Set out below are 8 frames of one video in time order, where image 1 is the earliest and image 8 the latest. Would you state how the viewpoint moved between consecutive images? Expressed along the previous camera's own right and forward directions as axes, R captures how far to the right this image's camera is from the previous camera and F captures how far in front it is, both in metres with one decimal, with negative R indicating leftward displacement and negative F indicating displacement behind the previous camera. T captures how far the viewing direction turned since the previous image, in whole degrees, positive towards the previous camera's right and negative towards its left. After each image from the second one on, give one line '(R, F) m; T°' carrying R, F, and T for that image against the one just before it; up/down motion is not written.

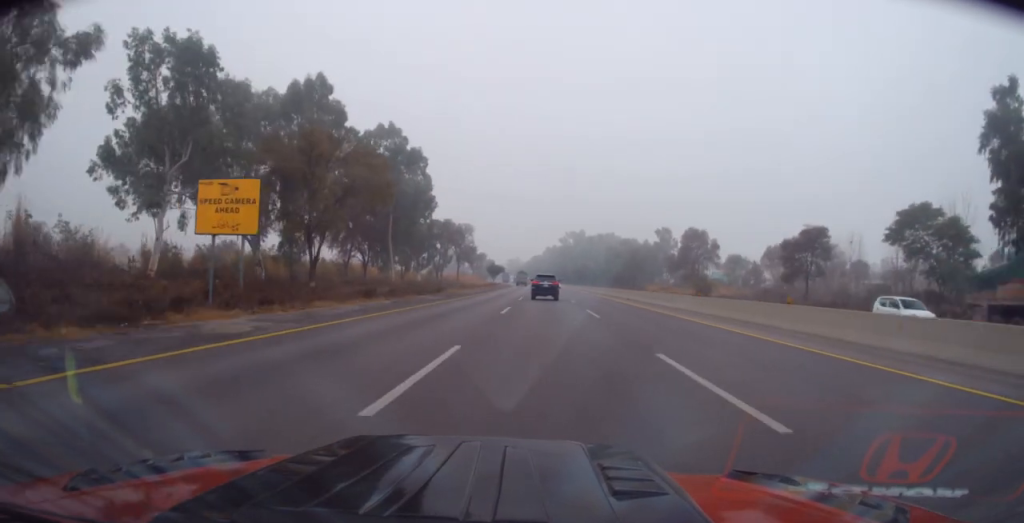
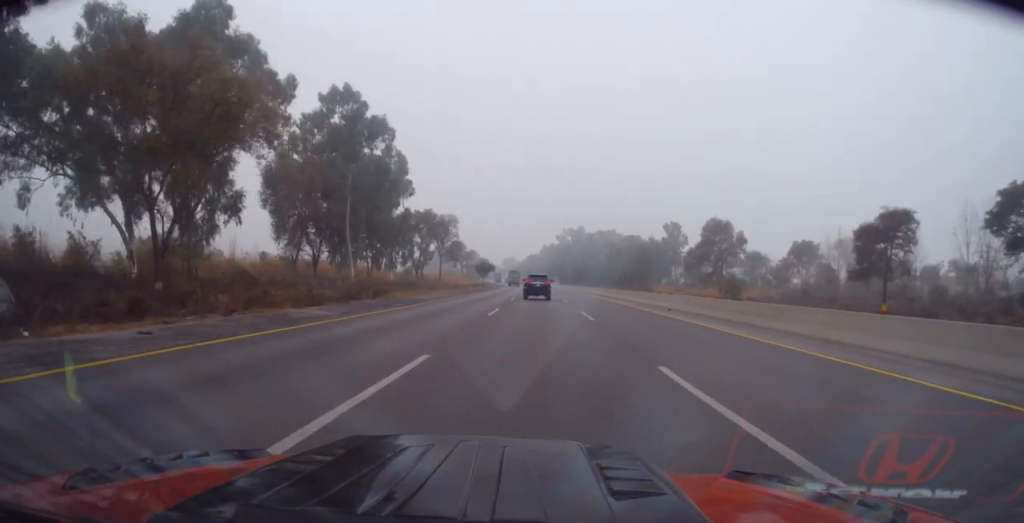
(0.0, +19.5) m; 0°
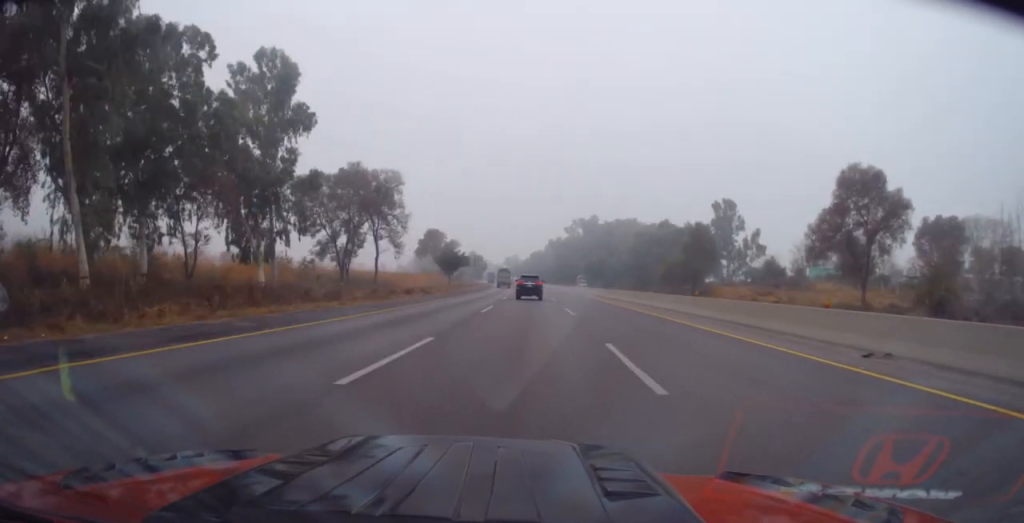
(-0.3, +49.9) m; -1°
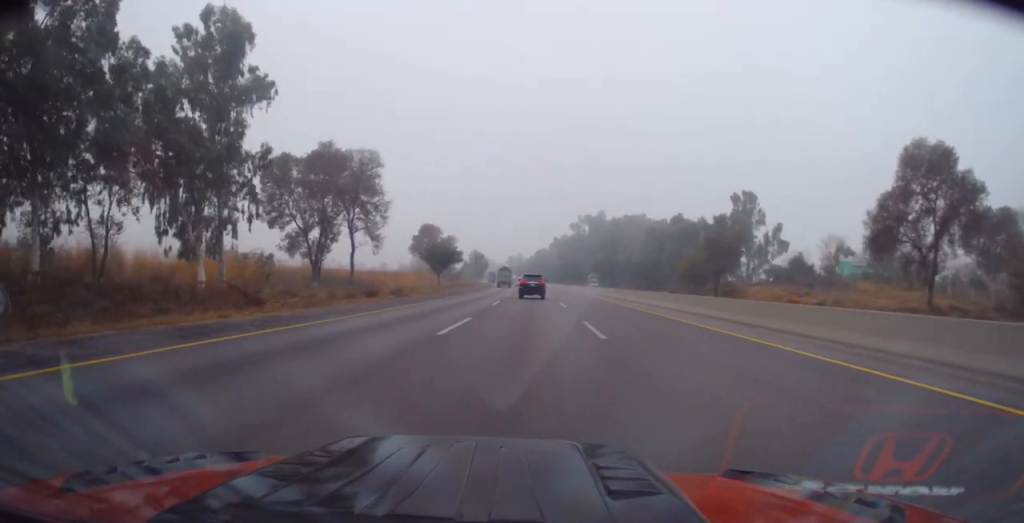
(-0.2, +11.0) m; -1°
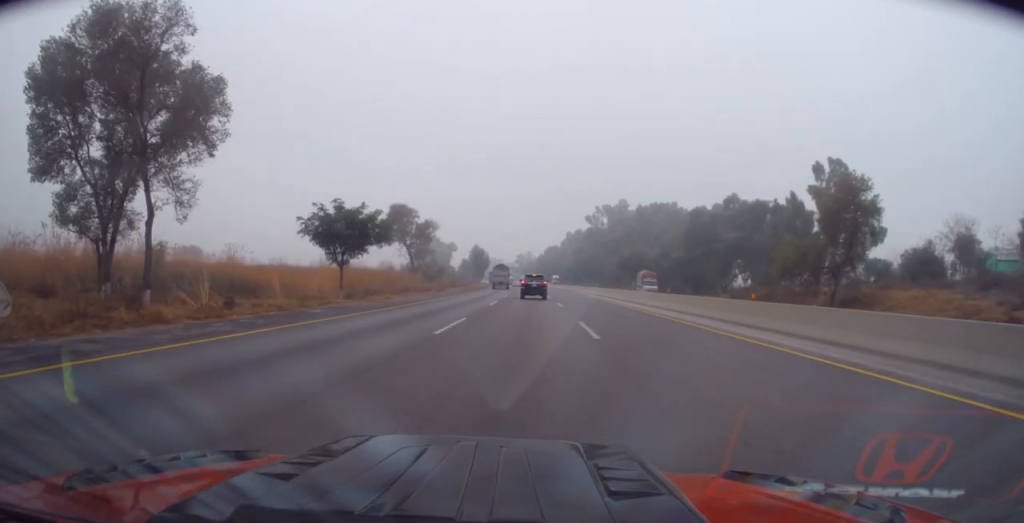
(-0.1, +35.3) m; 0°
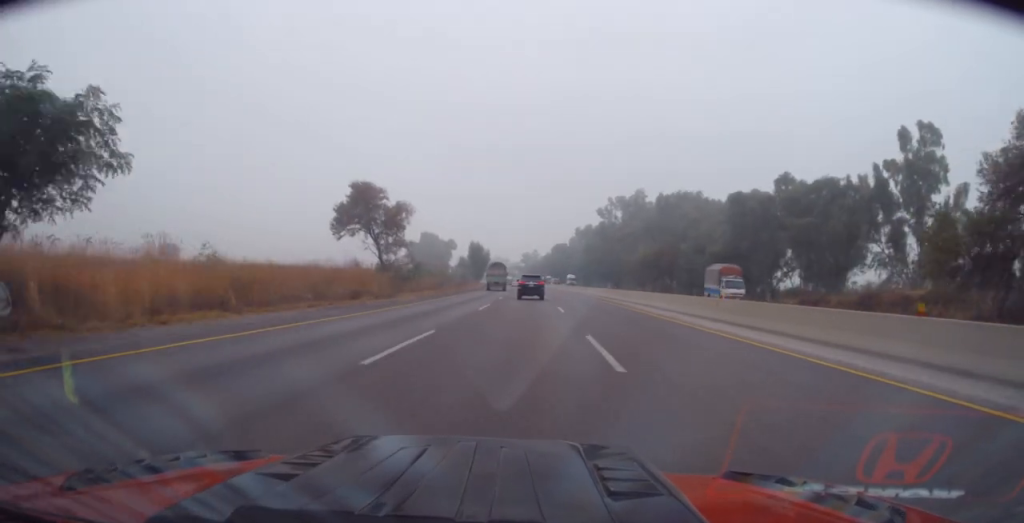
(-0.1, +22.9) m; 0°
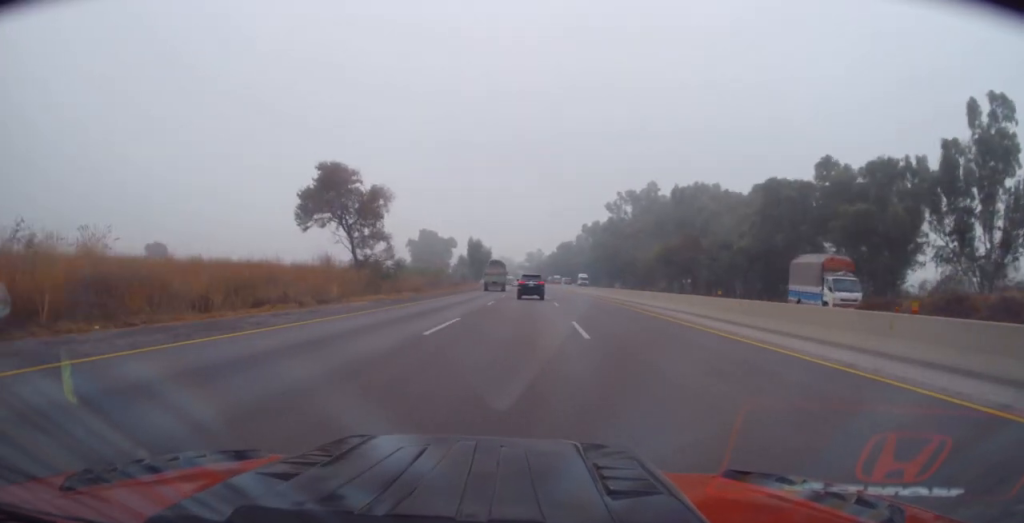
(0.0, +12.8) m; -1°
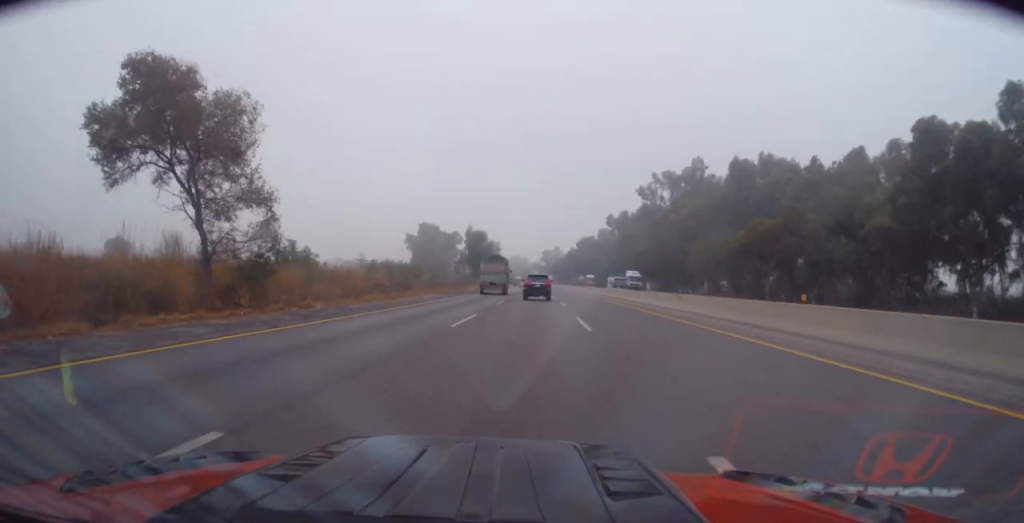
(-0.7, +33.3) m; -2°
